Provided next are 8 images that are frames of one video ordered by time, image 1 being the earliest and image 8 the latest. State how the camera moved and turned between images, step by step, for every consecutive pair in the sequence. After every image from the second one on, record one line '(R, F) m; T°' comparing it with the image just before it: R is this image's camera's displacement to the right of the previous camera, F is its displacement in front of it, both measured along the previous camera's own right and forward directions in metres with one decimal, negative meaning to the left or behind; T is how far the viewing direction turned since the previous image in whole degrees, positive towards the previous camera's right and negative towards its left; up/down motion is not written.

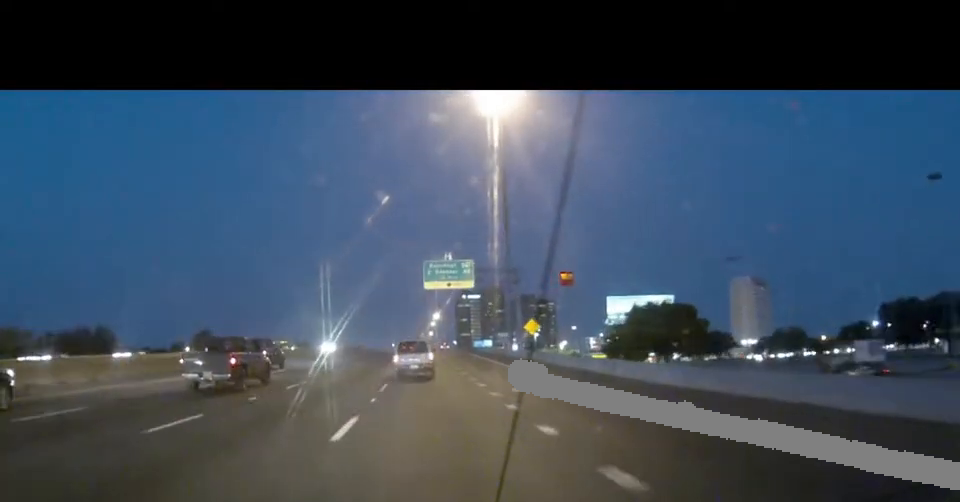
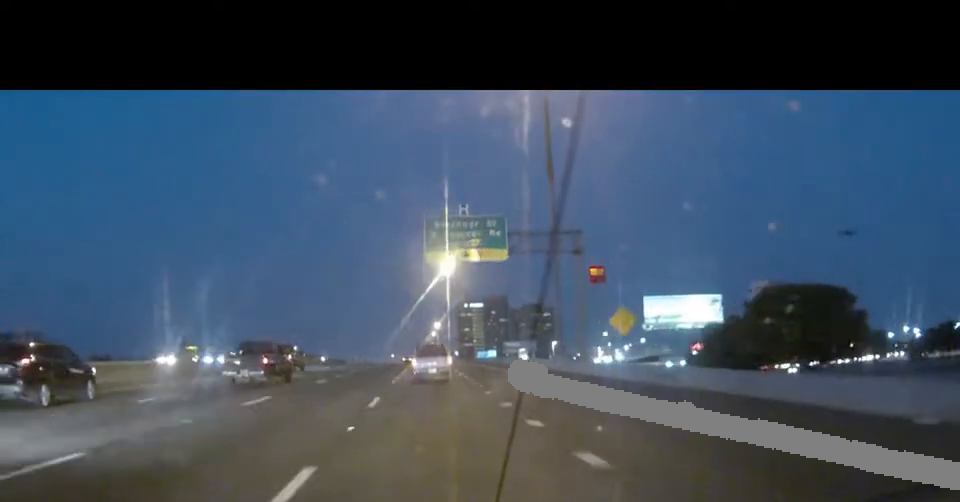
(-0.1, +30.4) m; 0°
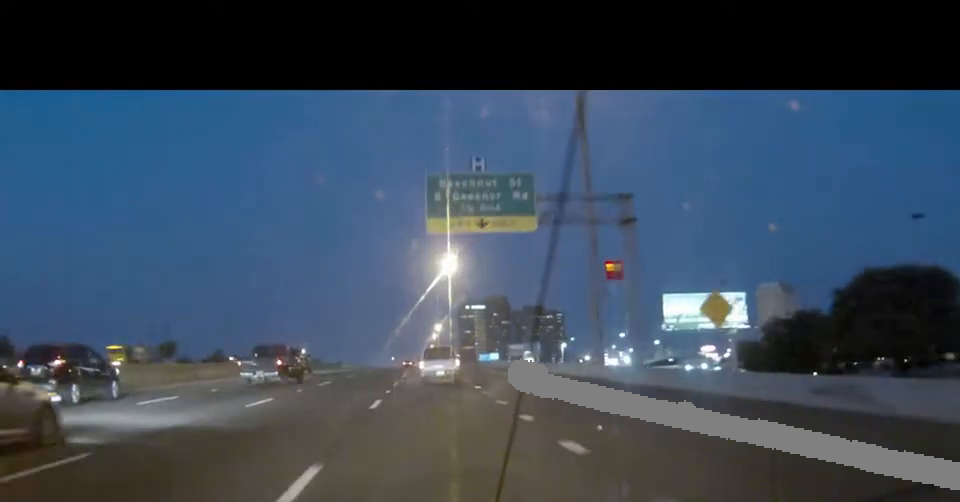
(0.0, +11.3) m; 0°
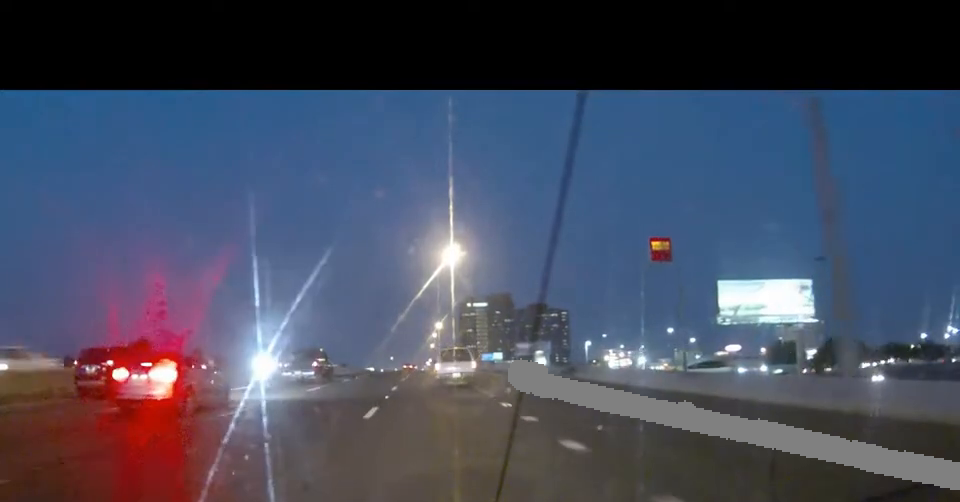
(0.0, +24.2) m; 0°
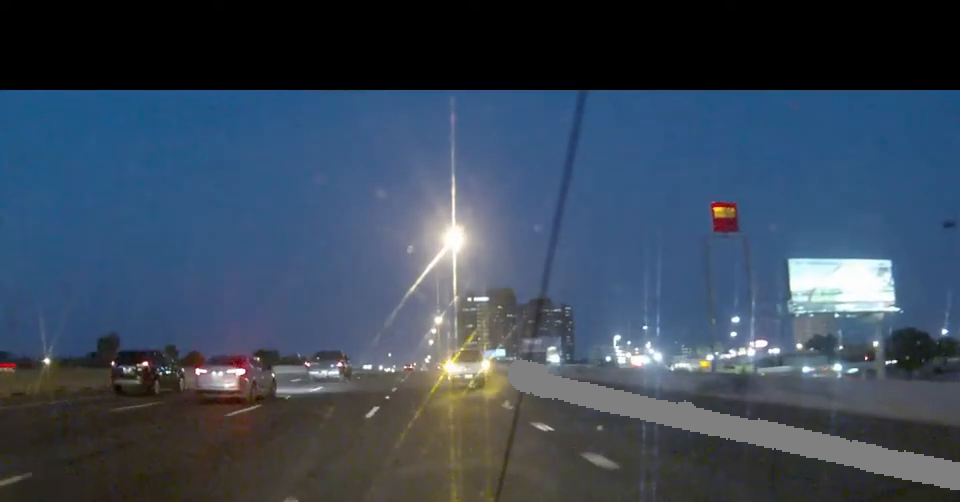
(0.0, +24.1) m; 0°
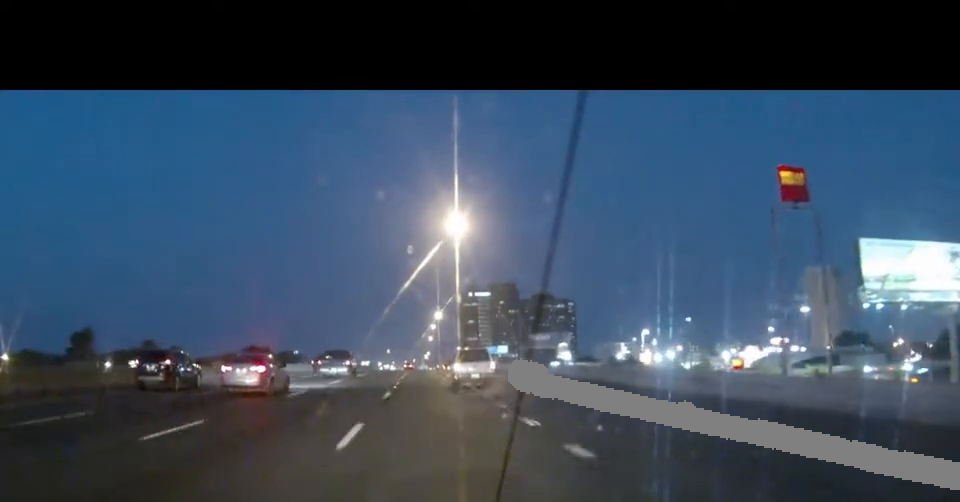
(0.0, +16.4) m; 0°
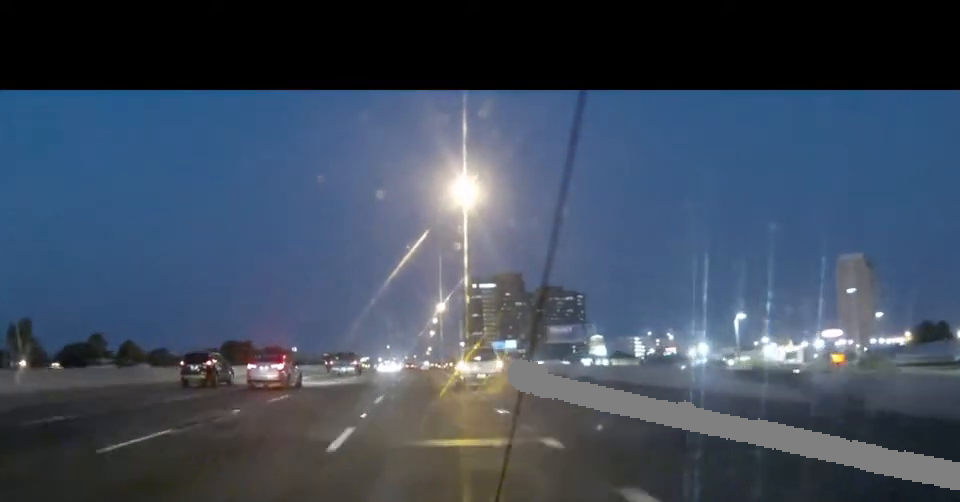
(0.0, +33.5) m; 0°
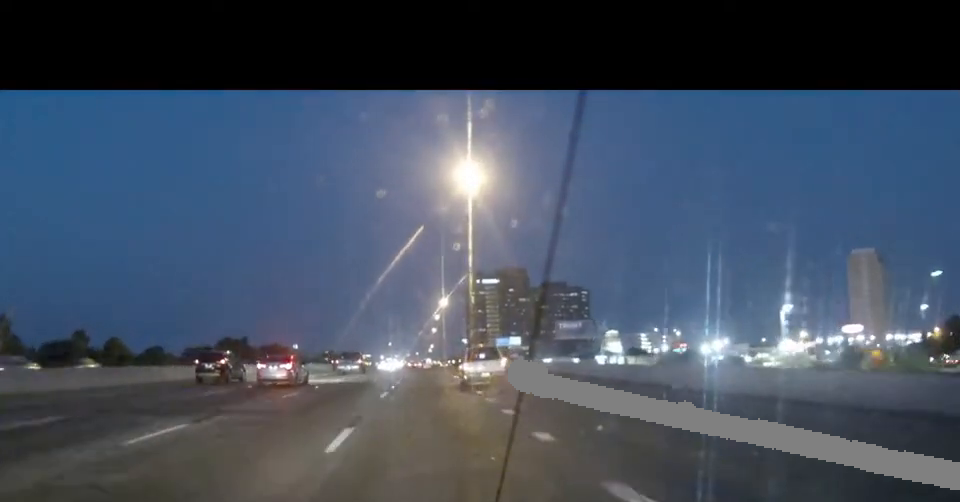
(0.0, +10.3) m; 0°
